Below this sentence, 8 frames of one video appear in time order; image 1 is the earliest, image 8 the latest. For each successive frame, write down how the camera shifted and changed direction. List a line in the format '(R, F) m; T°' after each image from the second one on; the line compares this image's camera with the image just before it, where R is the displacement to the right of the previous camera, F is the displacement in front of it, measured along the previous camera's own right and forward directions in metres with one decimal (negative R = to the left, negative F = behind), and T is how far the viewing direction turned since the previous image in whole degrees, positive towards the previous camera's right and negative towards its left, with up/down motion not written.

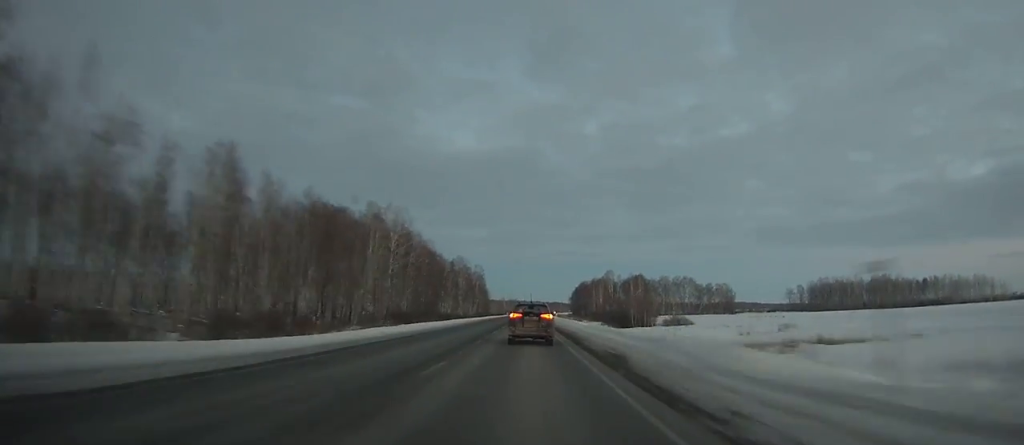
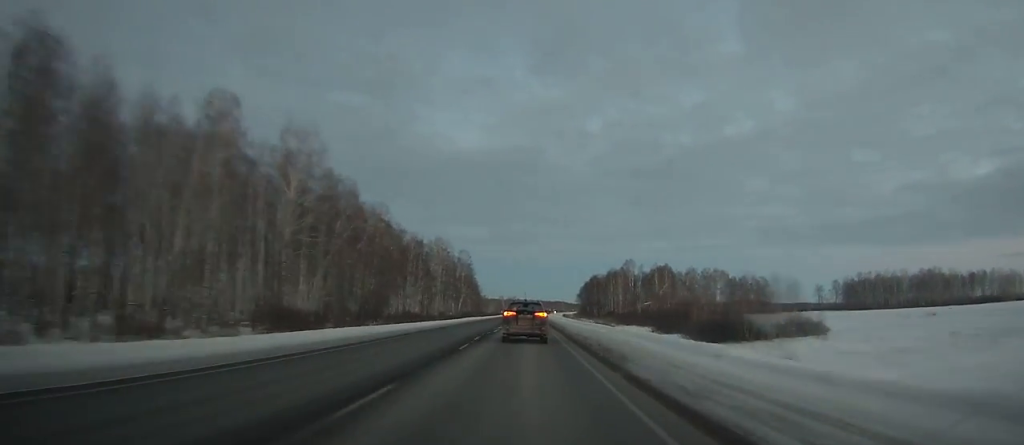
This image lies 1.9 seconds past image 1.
(0.0, +51.8) m; 0°
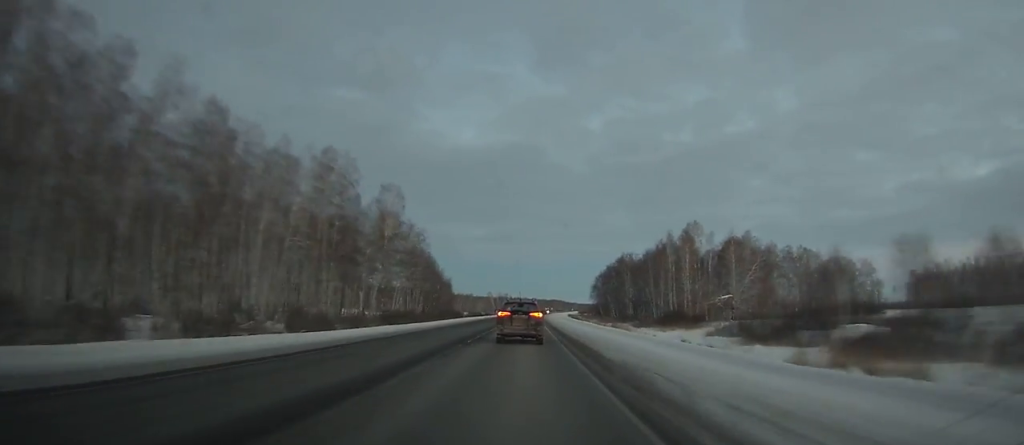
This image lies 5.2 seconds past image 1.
(+0.3, +89.7) m; +1°
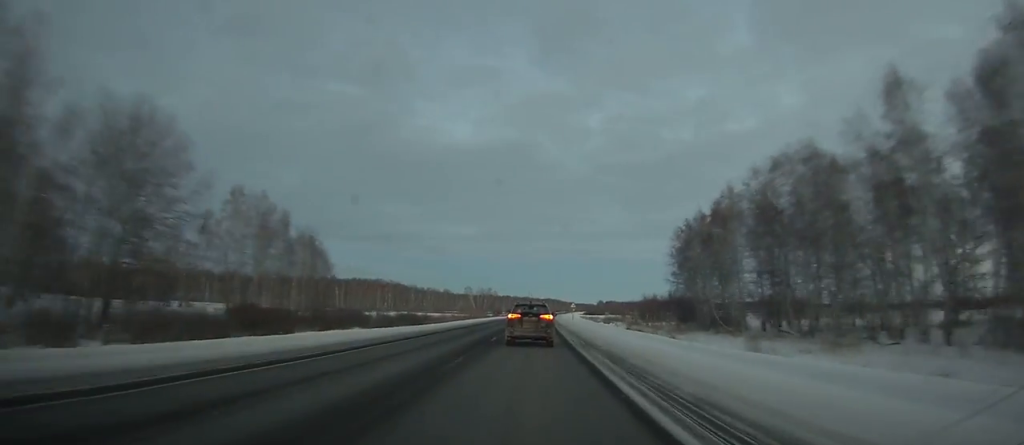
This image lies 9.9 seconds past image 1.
(+1.1, +127.3) m; +1°
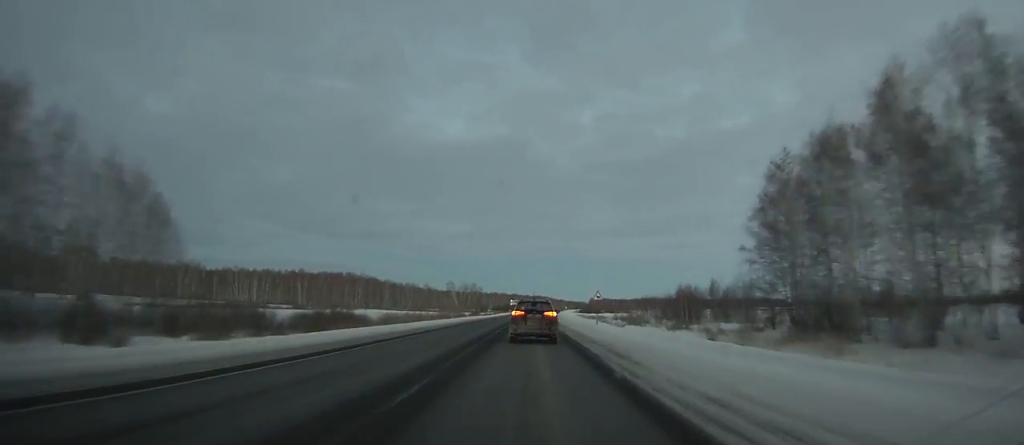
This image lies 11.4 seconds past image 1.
(+0.4, +40.2) m; +1°
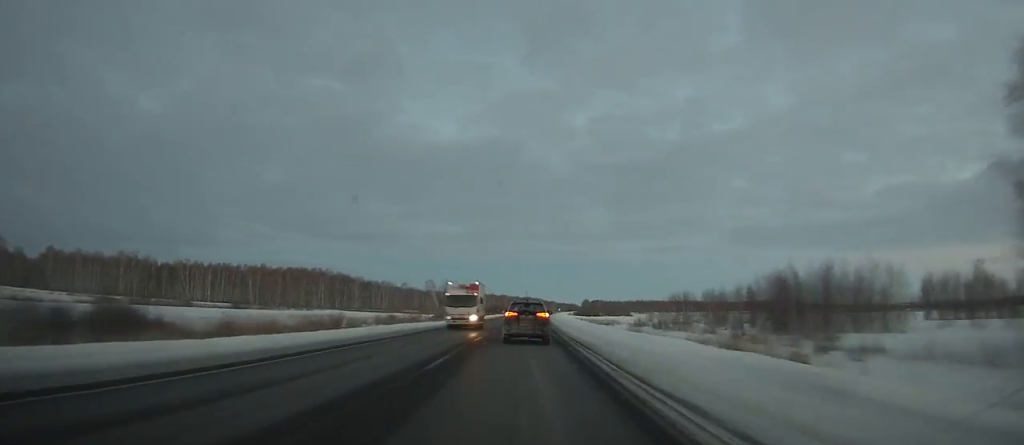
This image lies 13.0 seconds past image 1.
(+0.1, +43.0) m; +1°
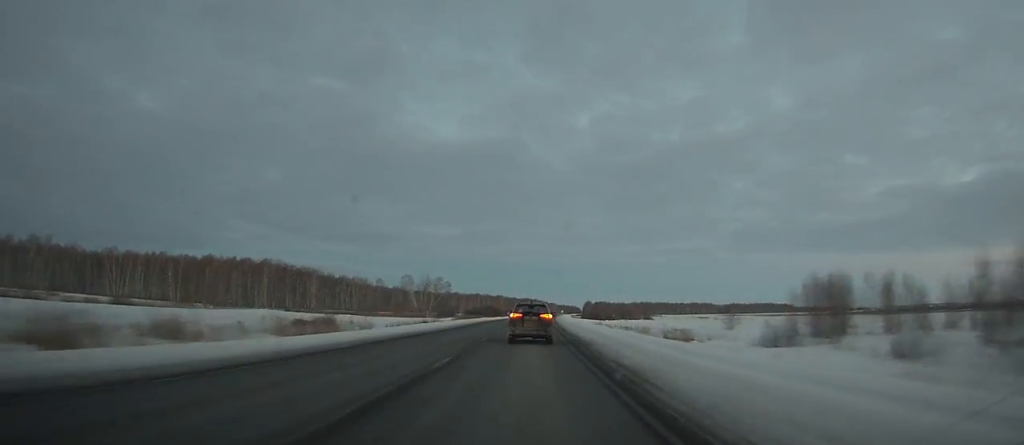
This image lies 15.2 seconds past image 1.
(+0.6, +58.7) m; +1°
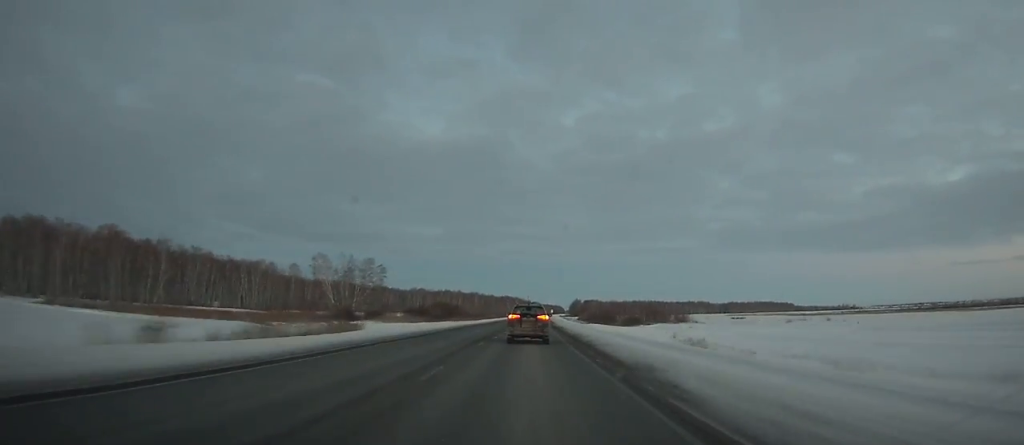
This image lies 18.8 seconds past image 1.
(+1.0, +96.0) m; +1°
